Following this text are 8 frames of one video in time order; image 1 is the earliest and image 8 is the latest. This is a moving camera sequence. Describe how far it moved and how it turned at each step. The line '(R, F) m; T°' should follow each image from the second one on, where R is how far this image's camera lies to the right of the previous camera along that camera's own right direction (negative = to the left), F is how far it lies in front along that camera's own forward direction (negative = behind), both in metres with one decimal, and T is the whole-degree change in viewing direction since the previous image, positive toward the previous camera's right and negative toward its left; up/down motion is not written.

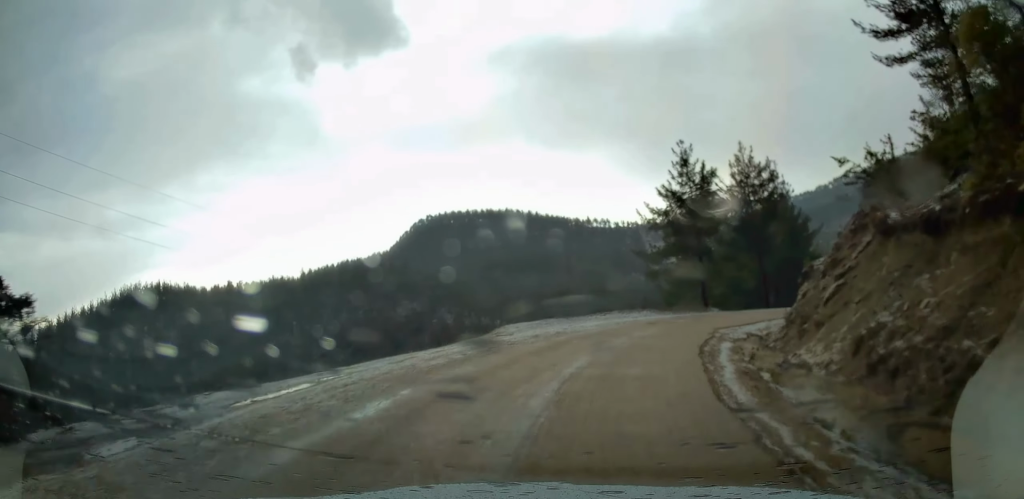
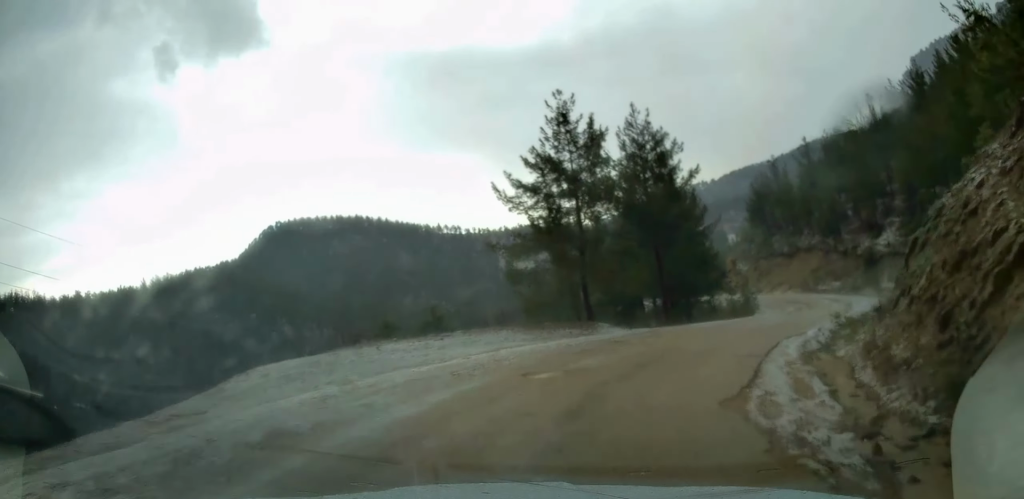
(+0.8, +13.2) m; +11°
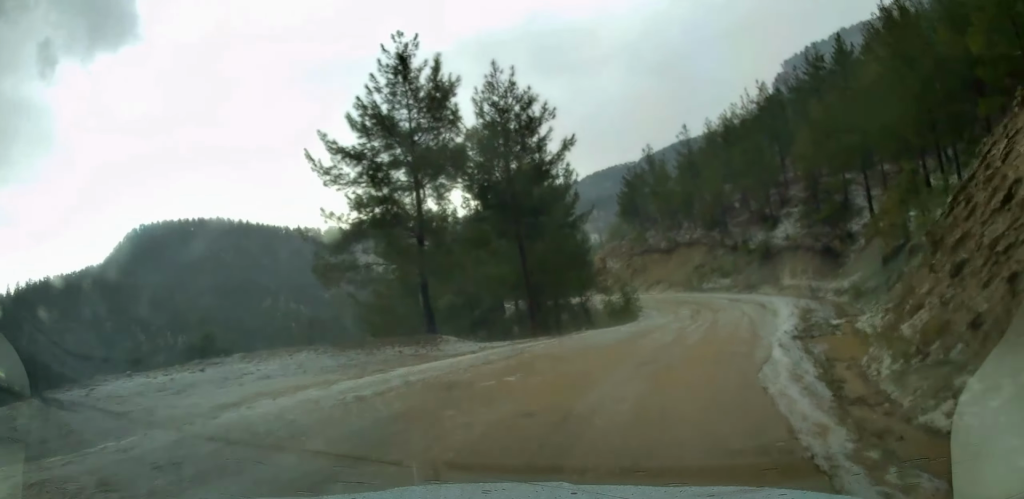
(+0.7, +7.4) m; +12°
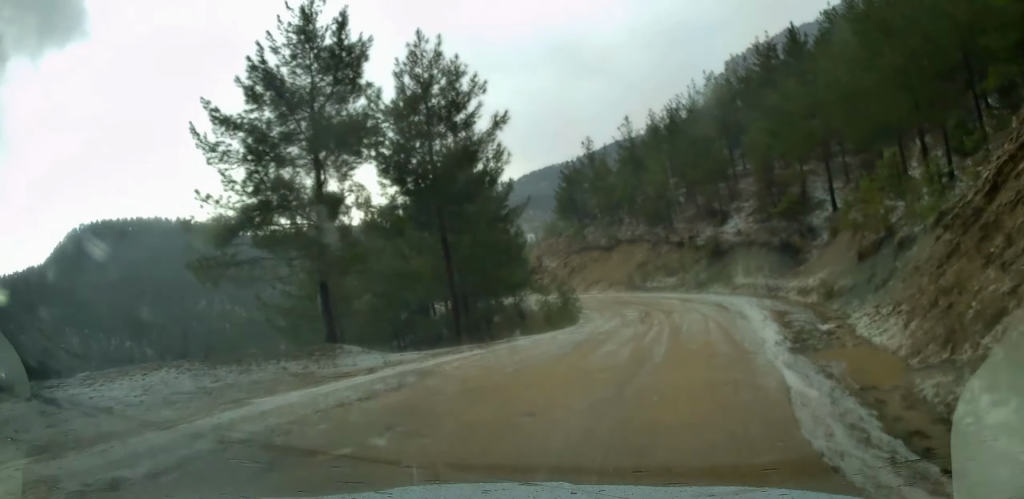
(-0.1, +3.8) m; +7°
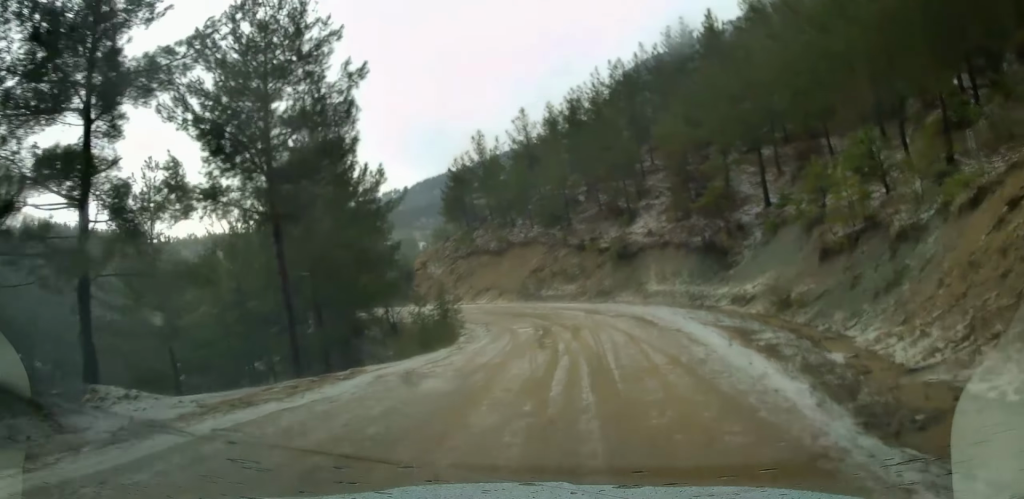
(+1.0, +6.3) m; +12°
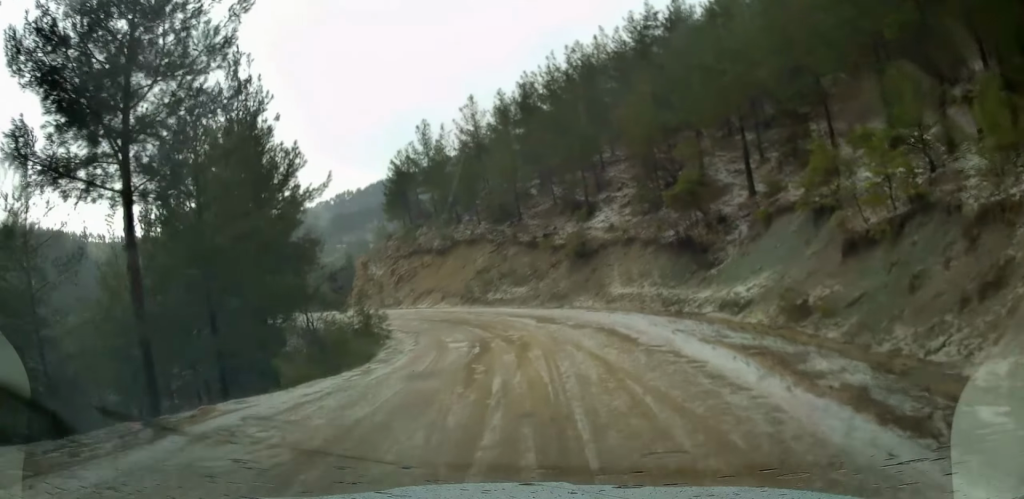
(+0.4, +5.3) m; +4°
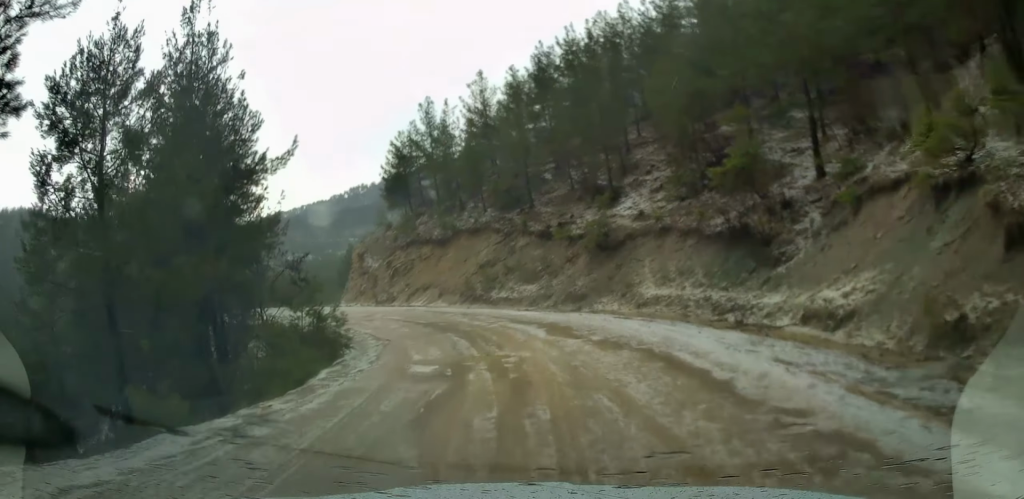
(+0.2, +6.5) m; -1°
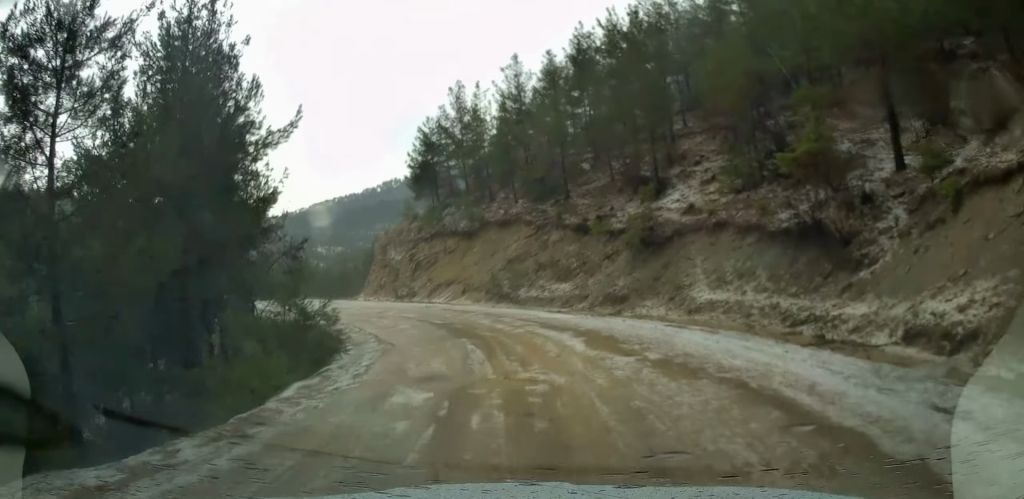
(+0.1, +3.6) m; -2°
